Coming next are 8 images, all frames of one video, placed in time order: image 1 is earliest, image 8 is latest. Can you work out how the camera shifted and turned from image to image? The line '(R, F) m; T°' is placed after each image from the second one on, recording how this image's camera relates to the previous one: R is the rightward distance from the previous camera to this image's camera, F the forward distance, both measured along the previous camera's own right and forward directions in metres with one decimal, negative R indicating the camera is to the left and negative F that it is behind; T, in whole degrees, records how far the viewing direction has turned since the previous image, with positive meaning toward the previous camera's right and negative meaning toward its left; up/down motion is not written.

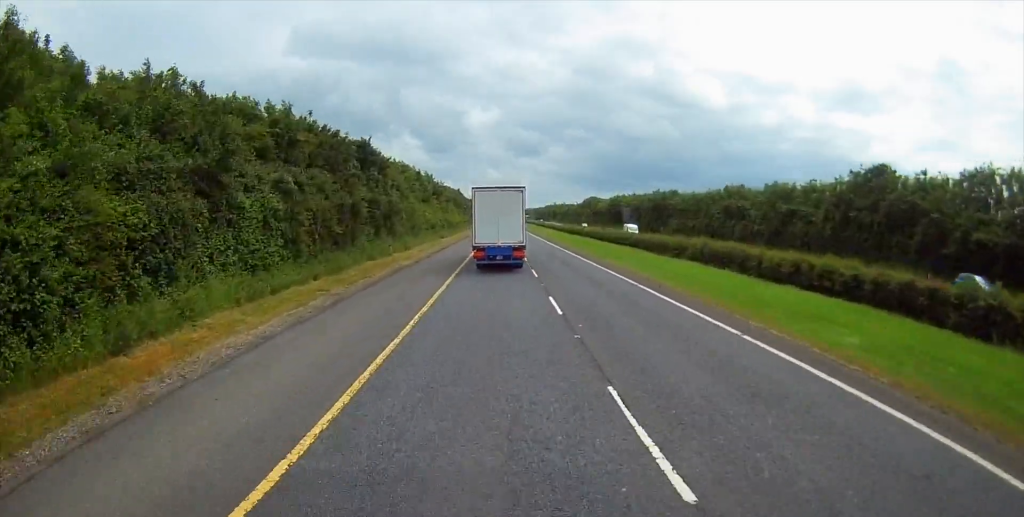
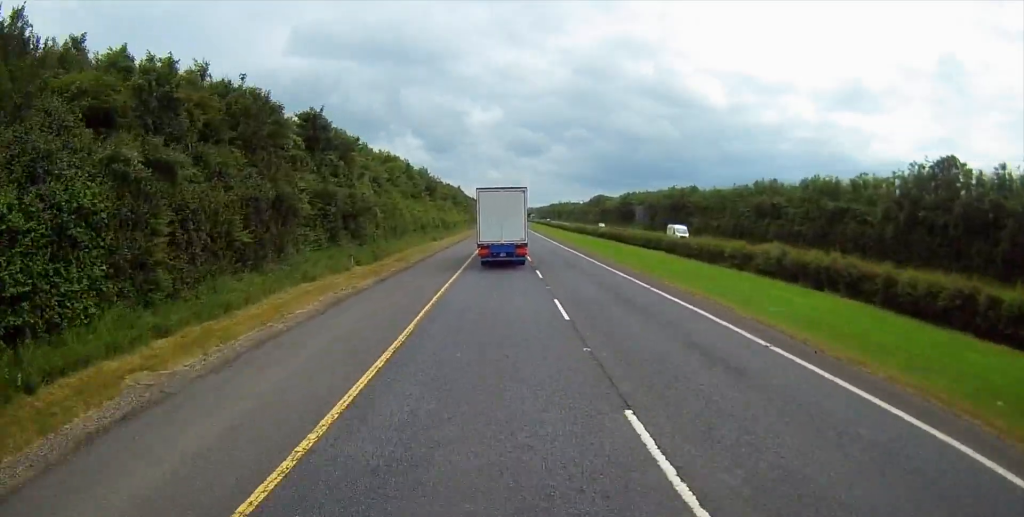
(-0.2, +13.0) m; 0°
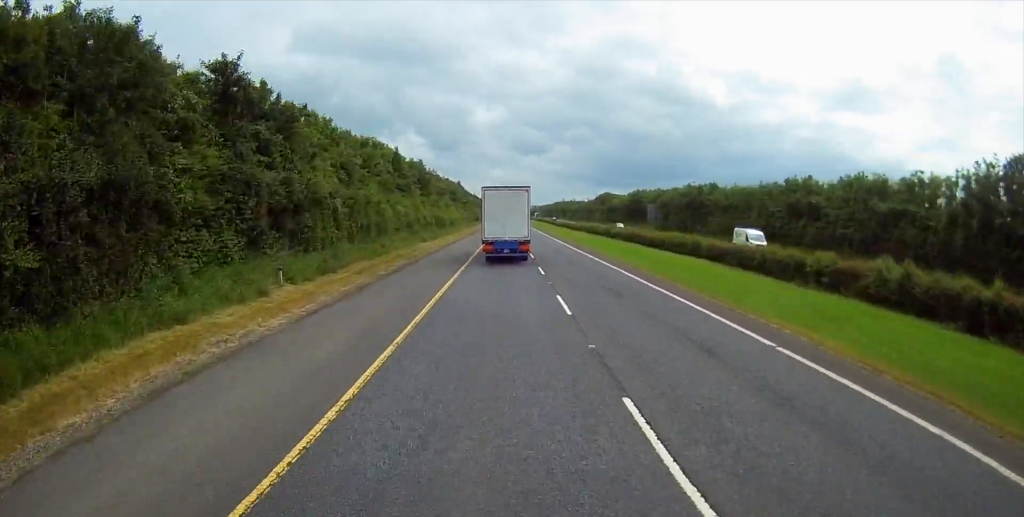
(0.0, +11.6) m; 0°
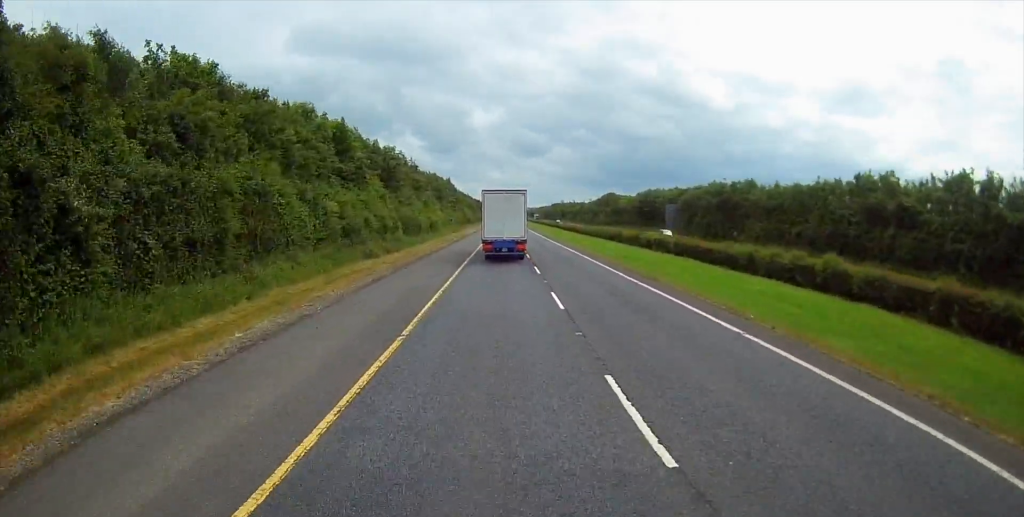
(+0.1, +22.5) m; 0°
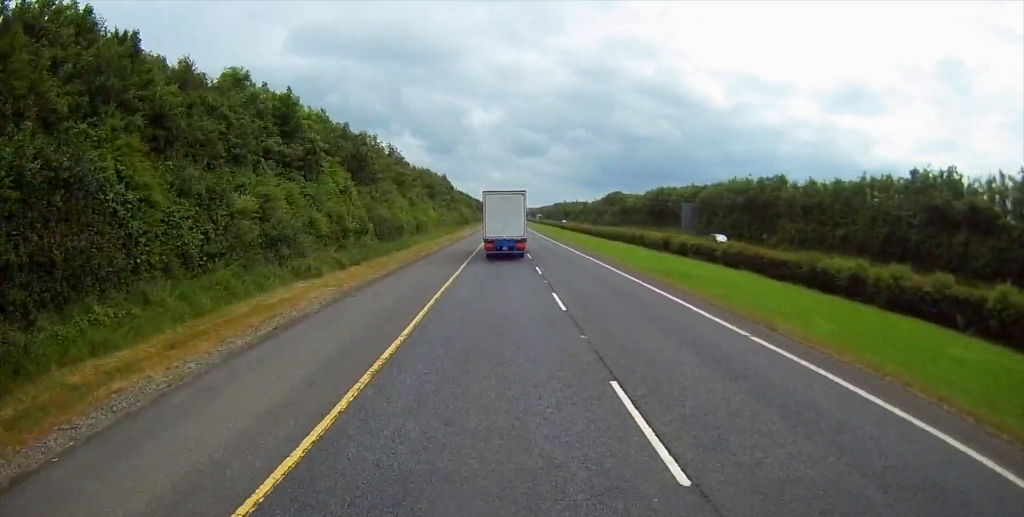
(+0.1, +12.3) m; 0°
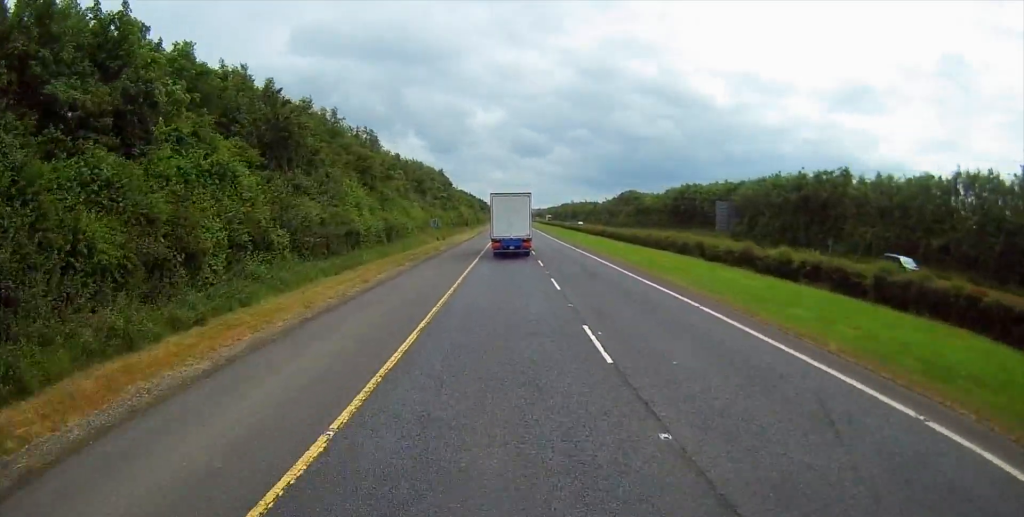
(0.0, +18.7) m; 0°
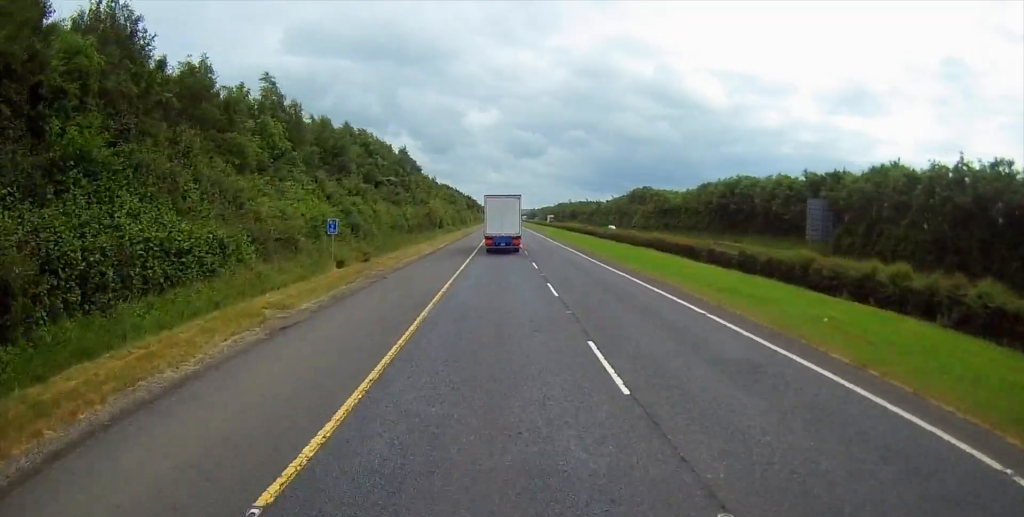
(-0.1, +38.0) m; -1°
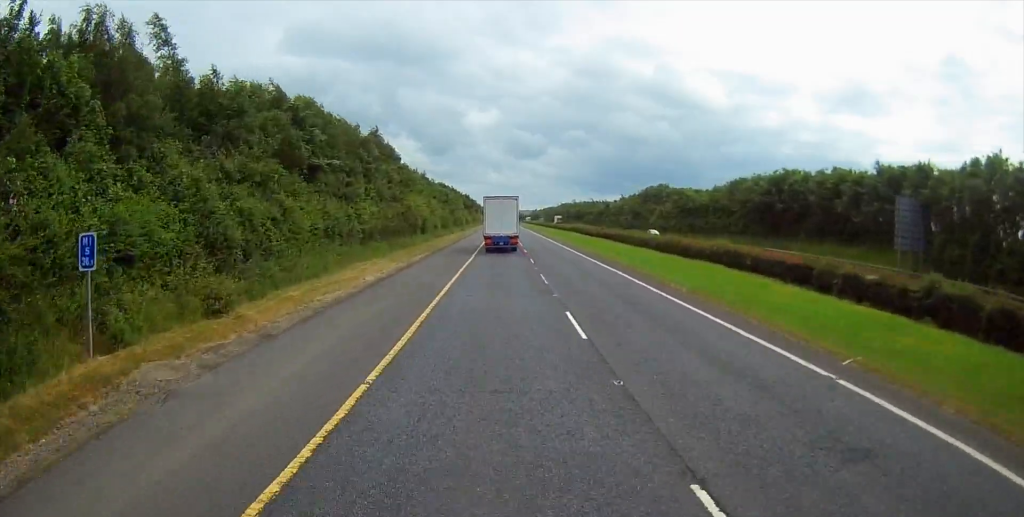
(-0.2, +19.4) m; 0°
